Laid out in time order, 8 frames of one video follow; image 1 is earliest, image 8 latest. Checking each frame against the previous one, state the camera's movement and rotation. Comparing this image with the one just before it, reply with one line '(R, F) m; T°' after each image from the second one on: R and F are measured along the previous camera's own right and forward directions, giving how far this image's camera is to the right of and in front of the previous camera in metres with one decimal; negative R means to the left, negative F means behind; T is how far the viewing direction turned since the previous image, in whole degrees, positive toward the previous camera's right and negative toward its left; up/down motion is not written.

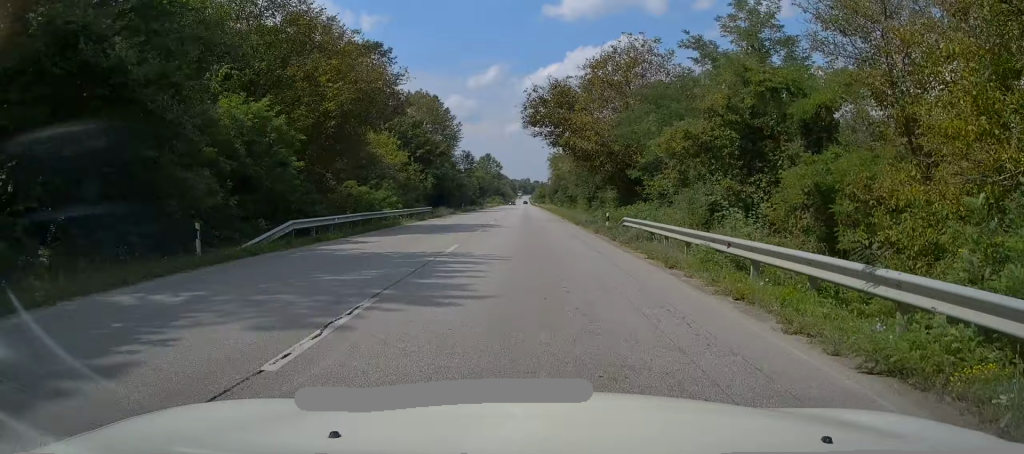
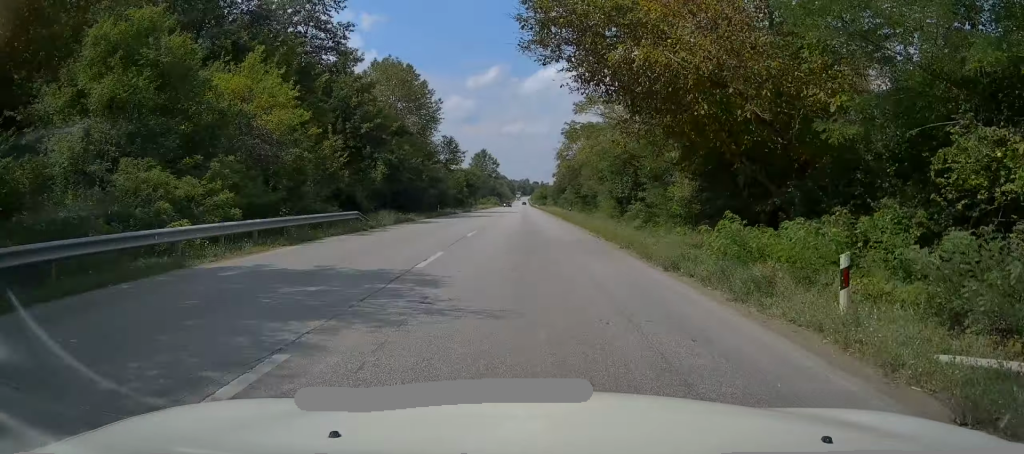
(0.0, +20.3) m; 0°
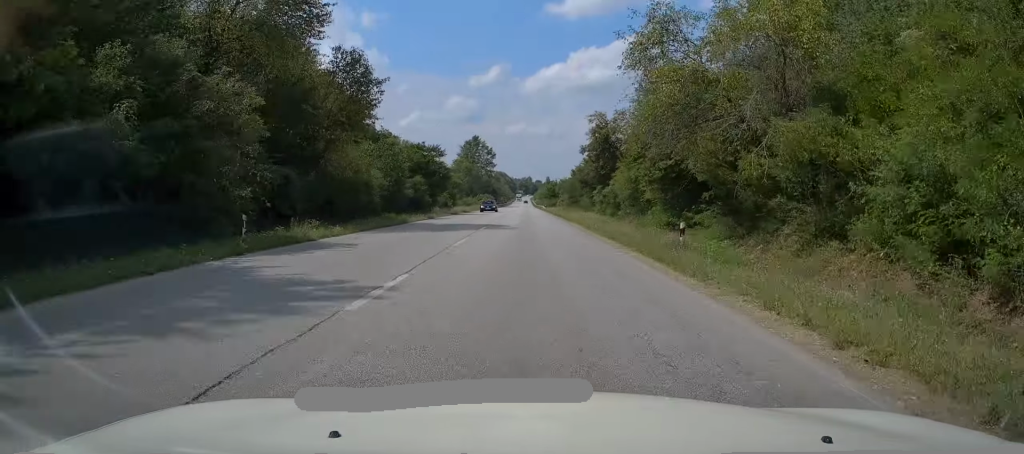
(+0.1, +39.5) m; +1°
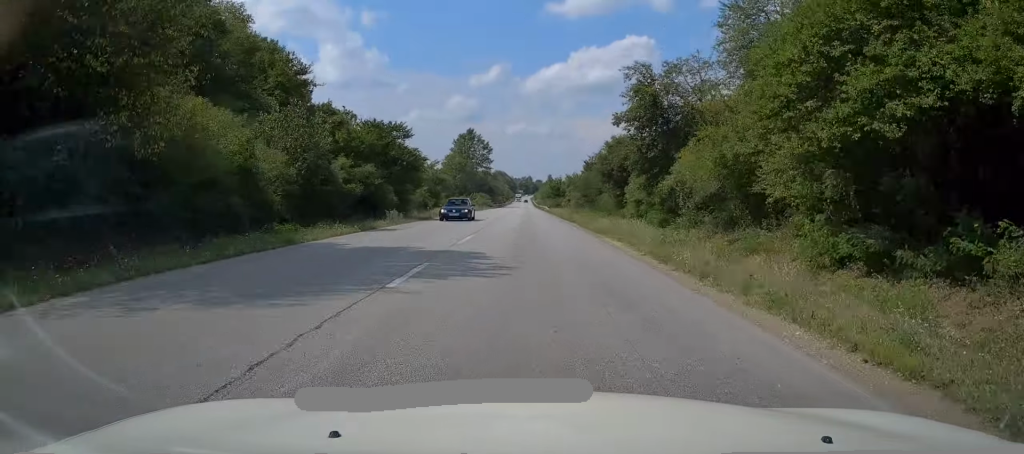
(+0.3, +16.1) m; 0°
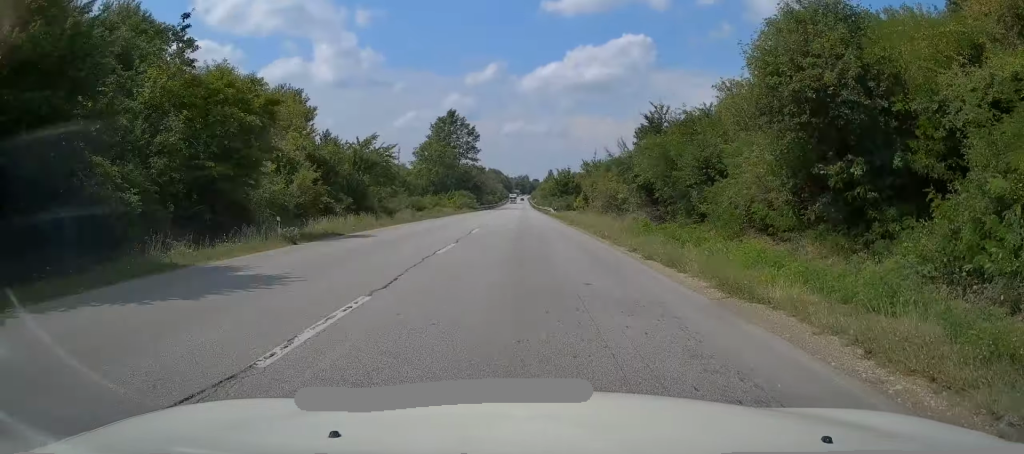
(-0.4, +30.5) m; -1°
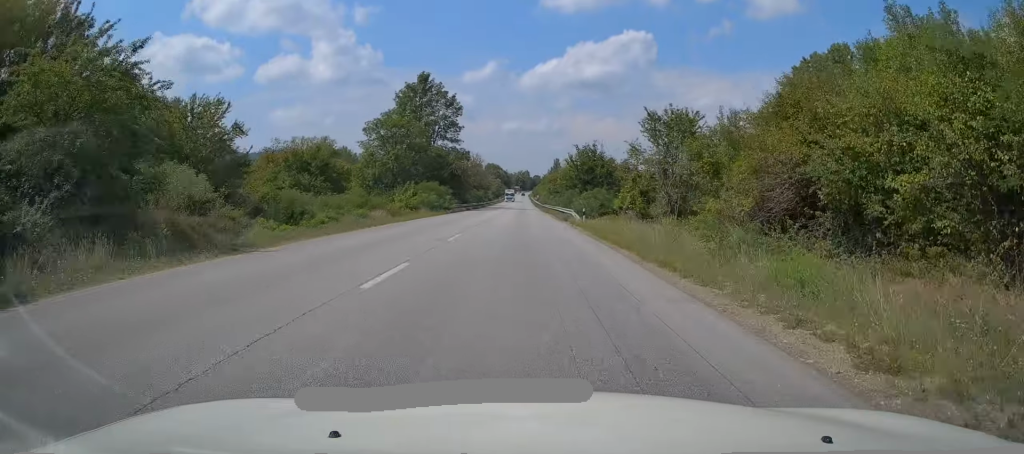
(+0.4, +32.0) m; +1°
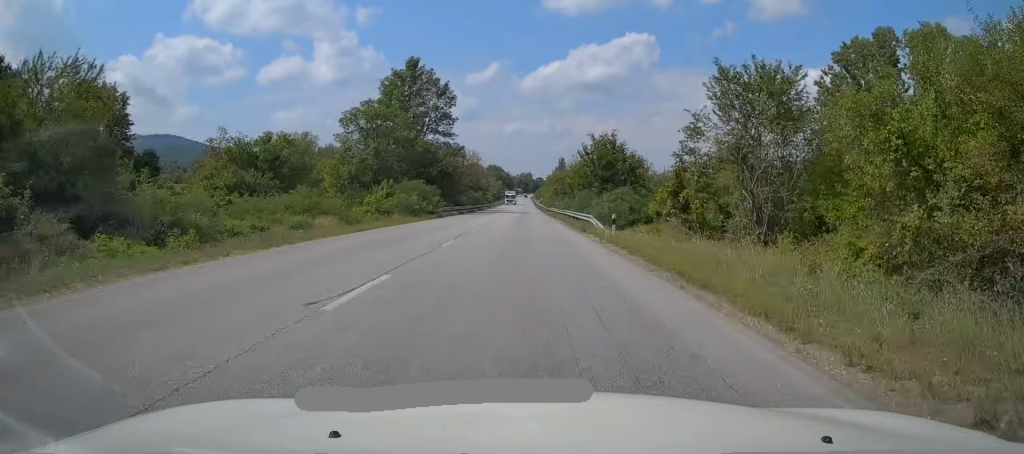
(+0.2, +10.4) m; 0°
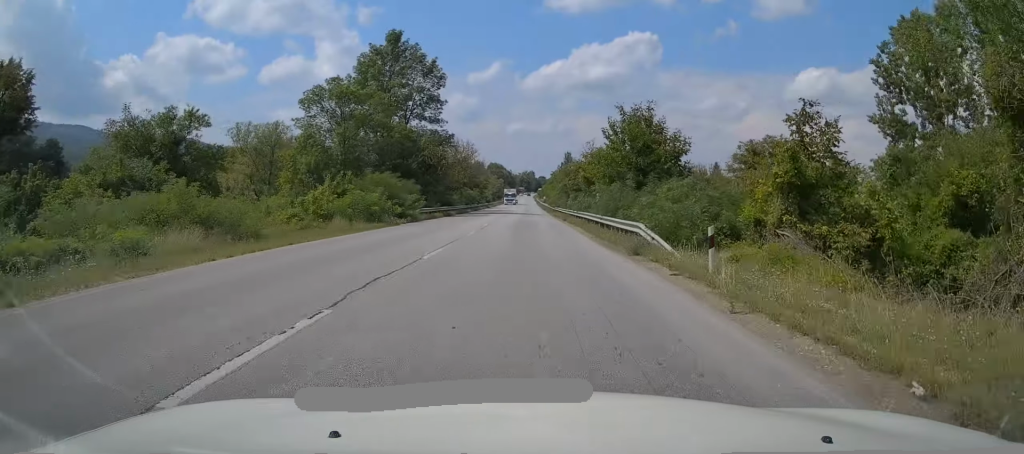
(-0.1, +12.0) m; 0°
